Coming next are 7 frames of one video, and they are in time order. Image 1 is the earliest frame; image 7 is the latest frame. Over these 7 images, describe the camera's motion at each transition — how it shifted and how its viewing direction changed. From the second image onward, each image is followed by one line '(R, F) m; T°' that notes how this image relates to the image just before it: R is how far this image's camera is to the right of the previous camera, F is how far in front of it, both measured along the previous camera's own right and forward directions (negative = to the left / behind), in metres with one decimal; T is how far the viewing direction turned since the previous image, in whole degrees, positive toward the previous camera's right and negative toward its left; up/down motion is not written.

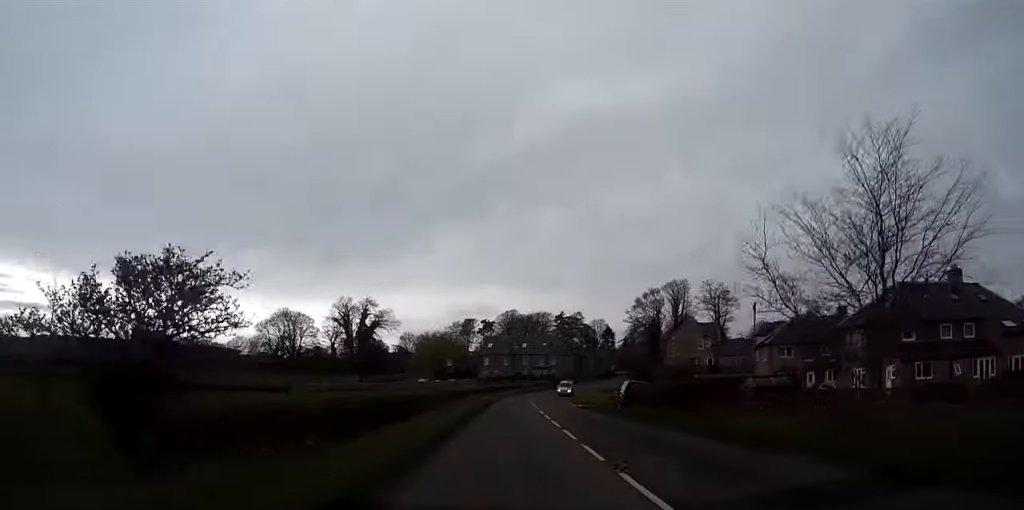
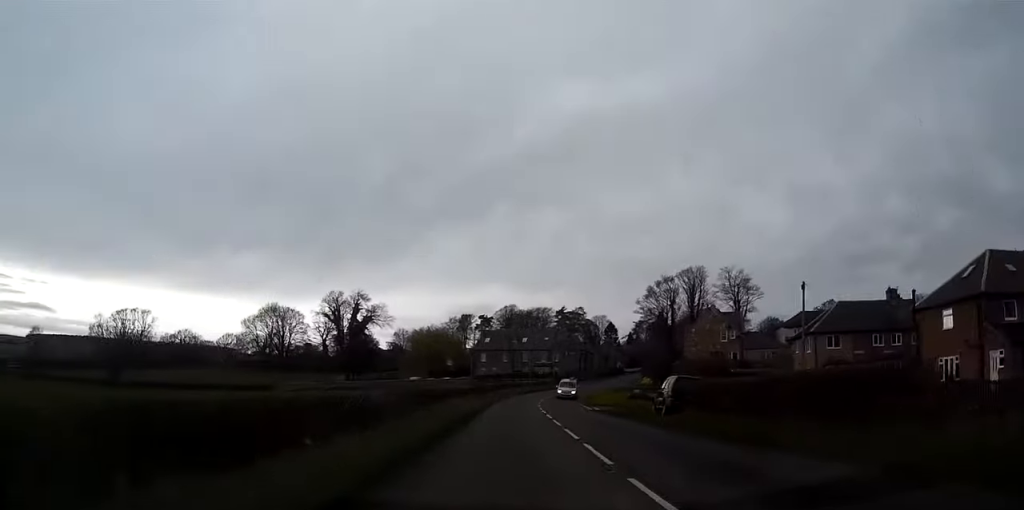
(0.0, +12.7) m; 0°
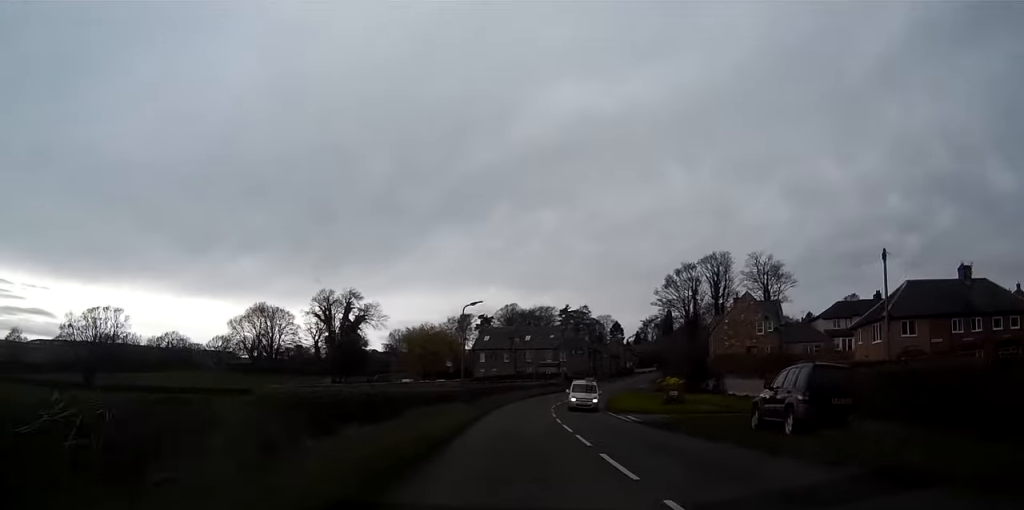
(0.0, +14.1) m; 0°
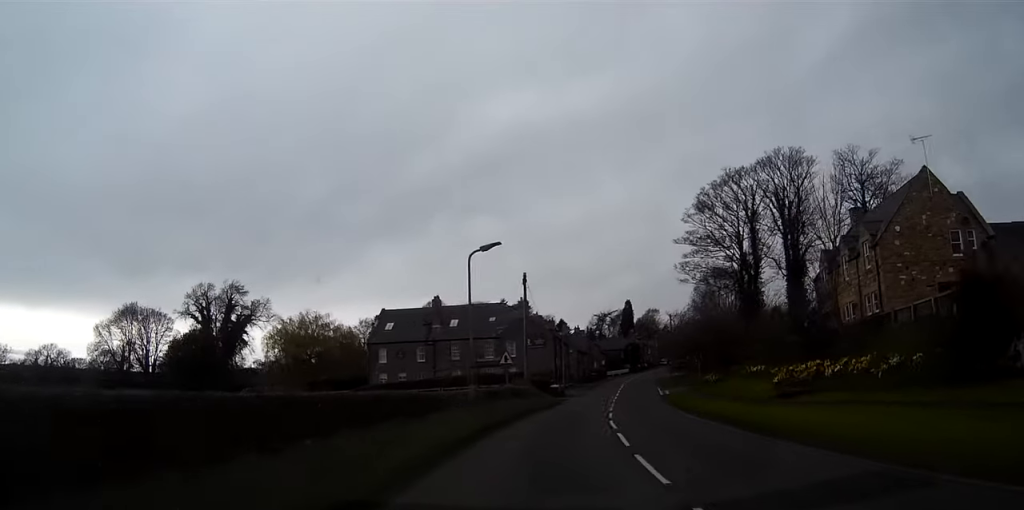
(+1.0, +48.7) m; +5°
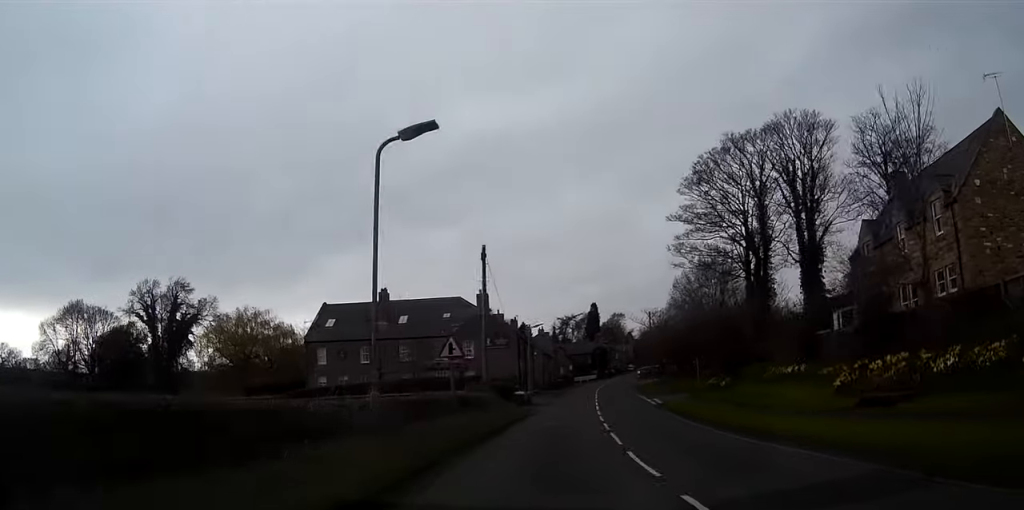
(+0.2, +10.4) m; +2°
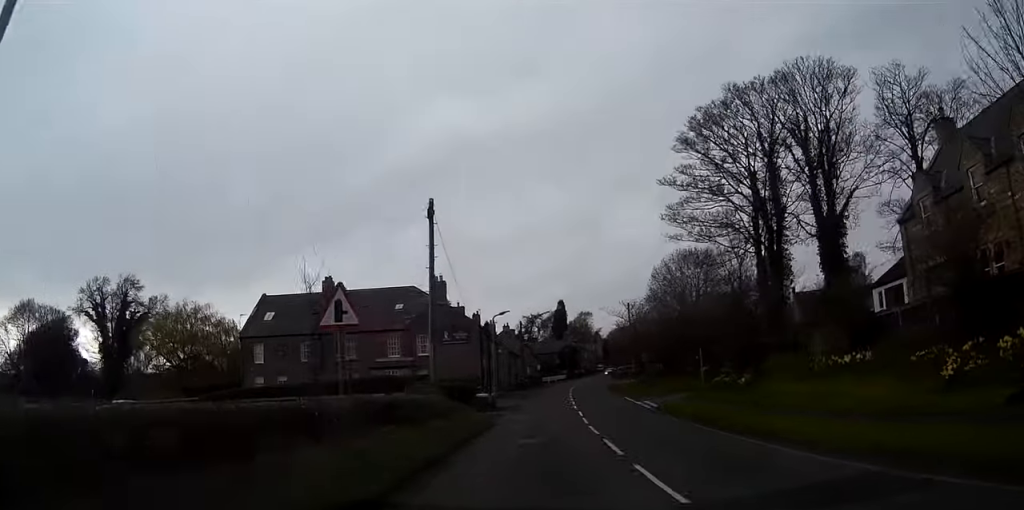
(+0.2, +8.7) m; +2°
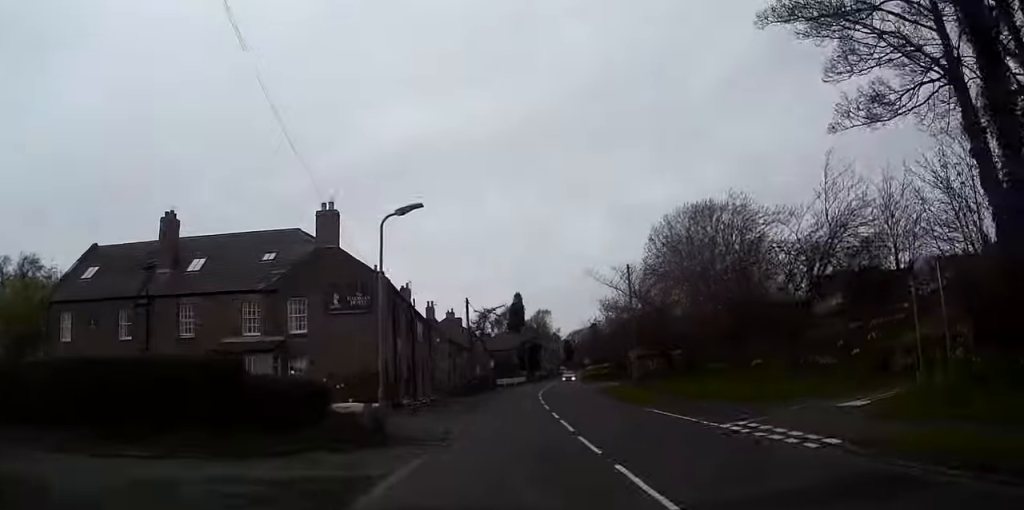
(+1.2, +24.0) m; +4°
